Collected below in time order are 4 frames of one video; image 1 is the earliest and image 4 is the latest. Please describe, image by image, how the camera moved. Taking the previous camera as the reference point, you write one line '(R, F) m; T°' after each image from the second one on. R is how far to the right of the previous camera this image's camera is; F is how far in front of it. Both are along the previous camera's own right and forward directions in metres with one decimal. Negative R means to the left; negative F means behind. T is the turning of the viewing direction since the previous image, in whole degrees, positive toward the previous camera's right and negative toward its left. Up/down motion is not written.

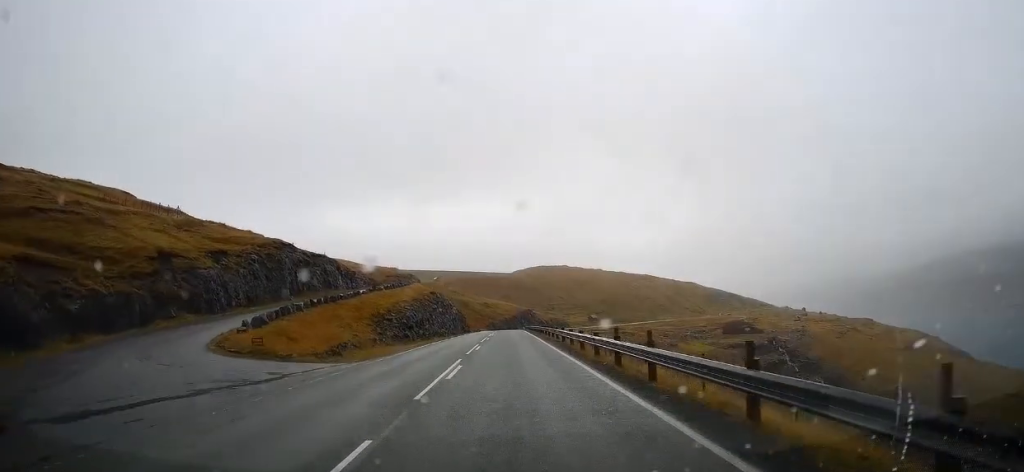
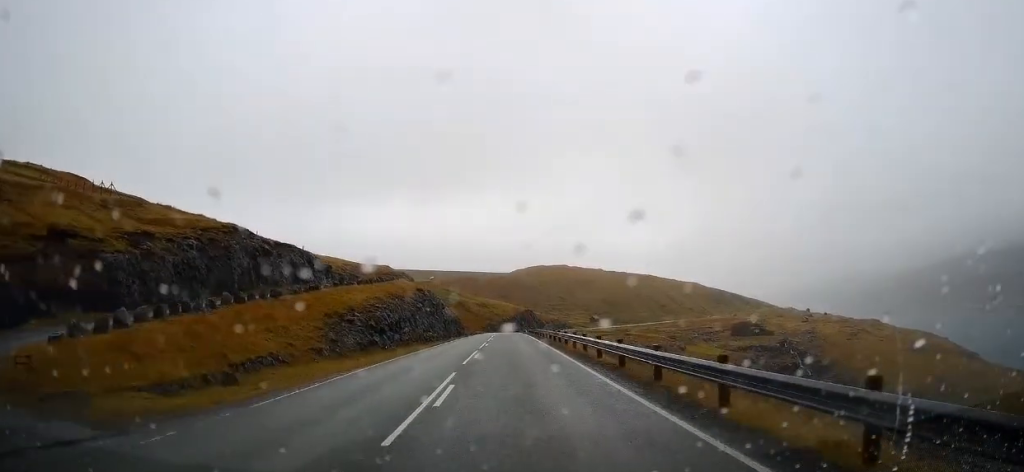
(0.0, +15.7) m; +1°
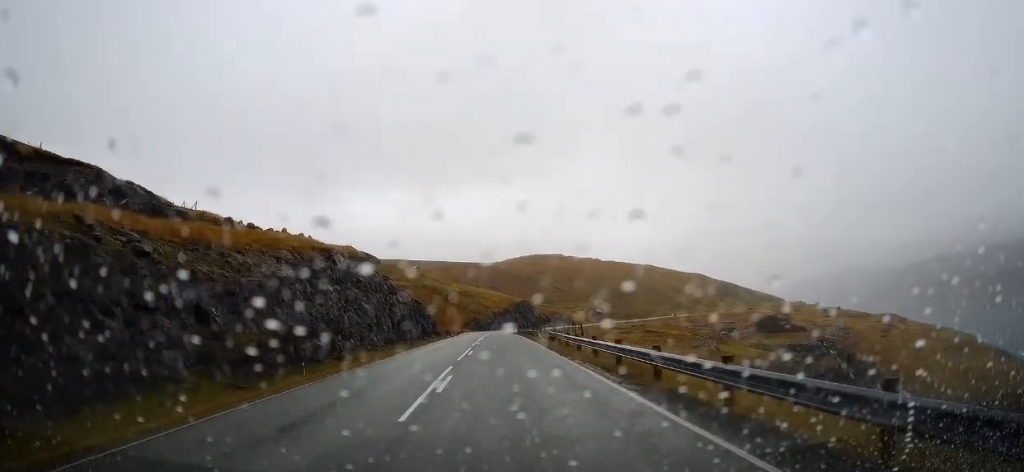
(-0.5, +47.1) m; -1°
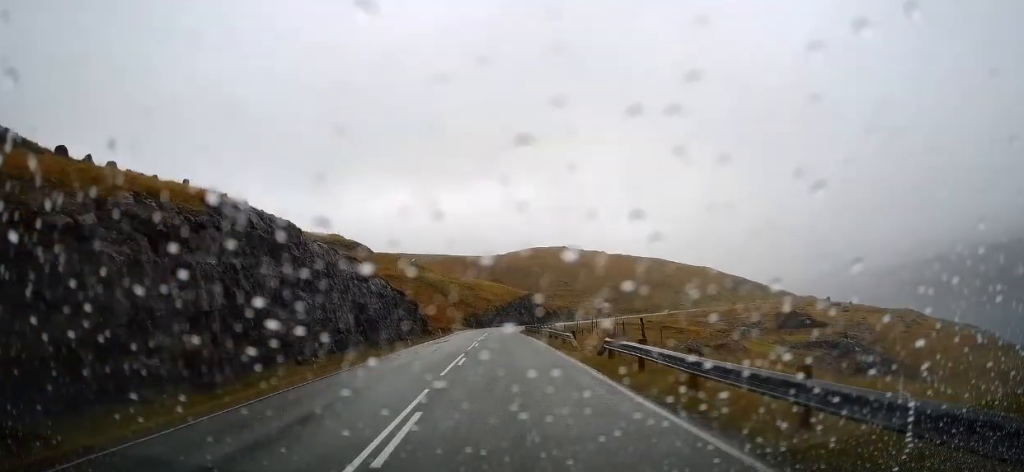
(+0.6, +18.1) m; +2°
